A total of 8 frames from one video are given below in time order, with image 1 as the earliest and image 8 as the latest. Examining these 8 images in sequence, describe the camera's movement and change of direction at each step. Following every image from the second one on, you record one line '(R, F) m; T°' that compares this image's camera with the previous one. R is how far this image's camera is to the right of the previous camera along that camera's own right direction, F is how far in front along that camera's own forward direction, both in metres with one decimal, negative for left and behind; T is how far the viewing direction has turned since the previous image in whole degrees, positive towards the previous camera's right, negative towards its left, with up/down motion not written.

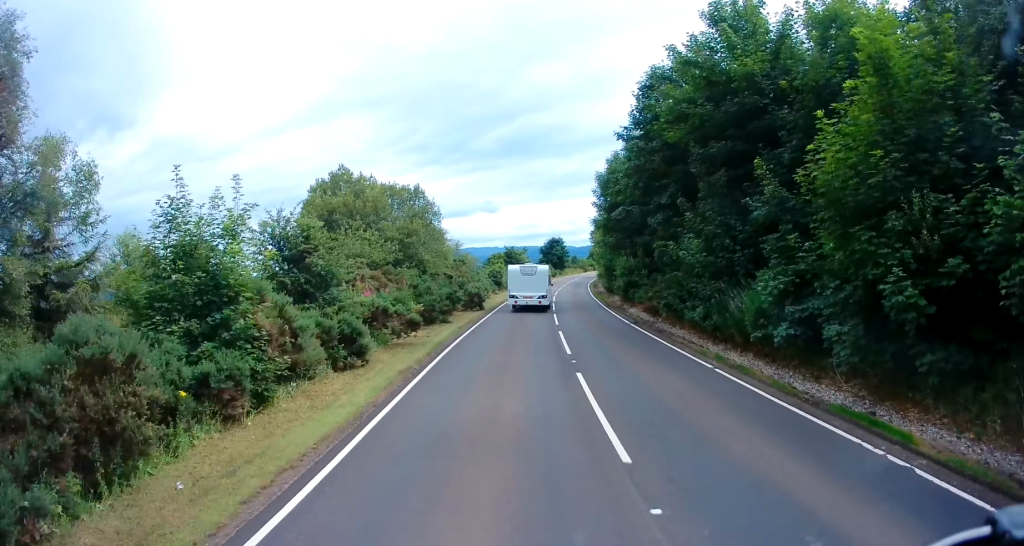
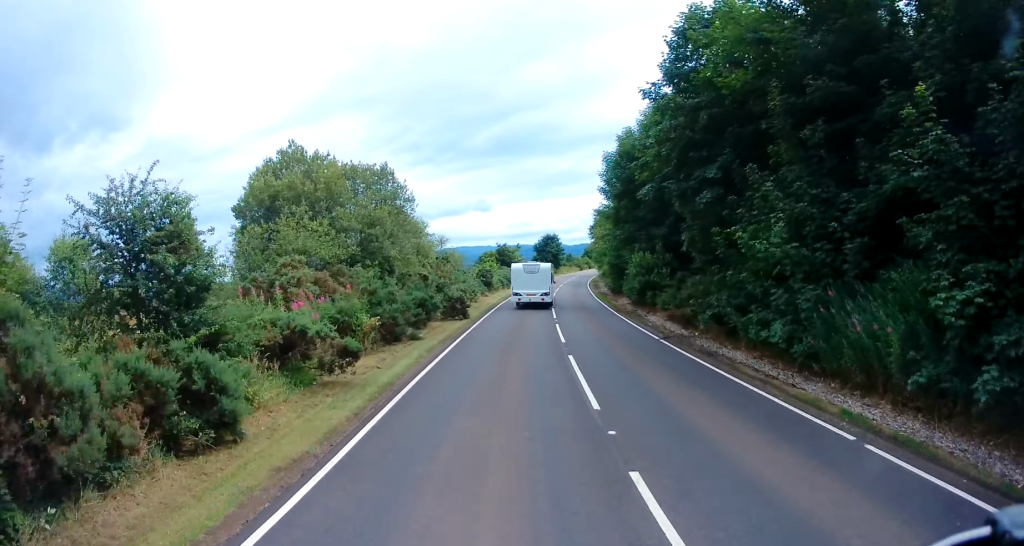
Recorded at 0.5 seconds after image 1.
(+0.1, +6.3) m; +1°
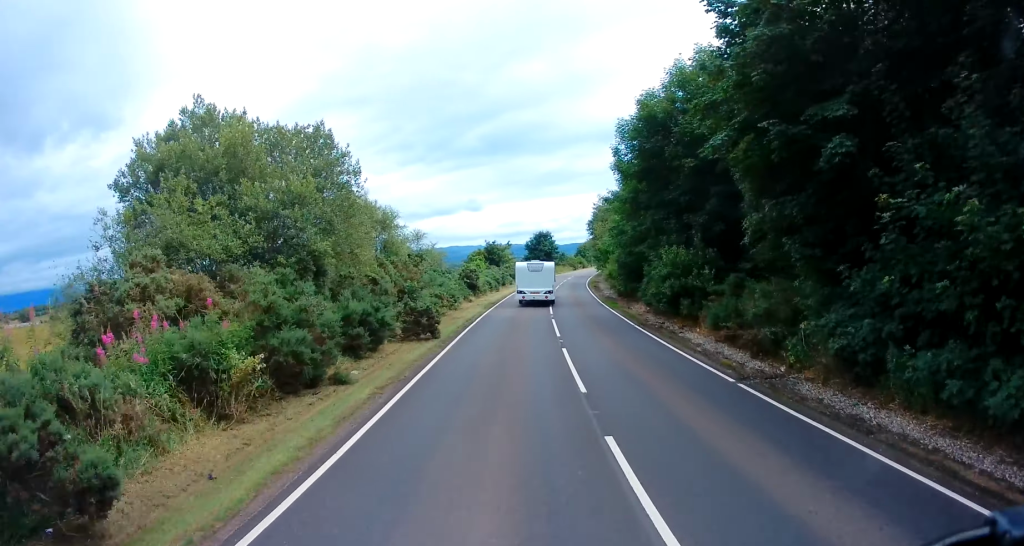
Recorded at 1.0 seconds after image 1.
(0.0, +7.3) m; +1°
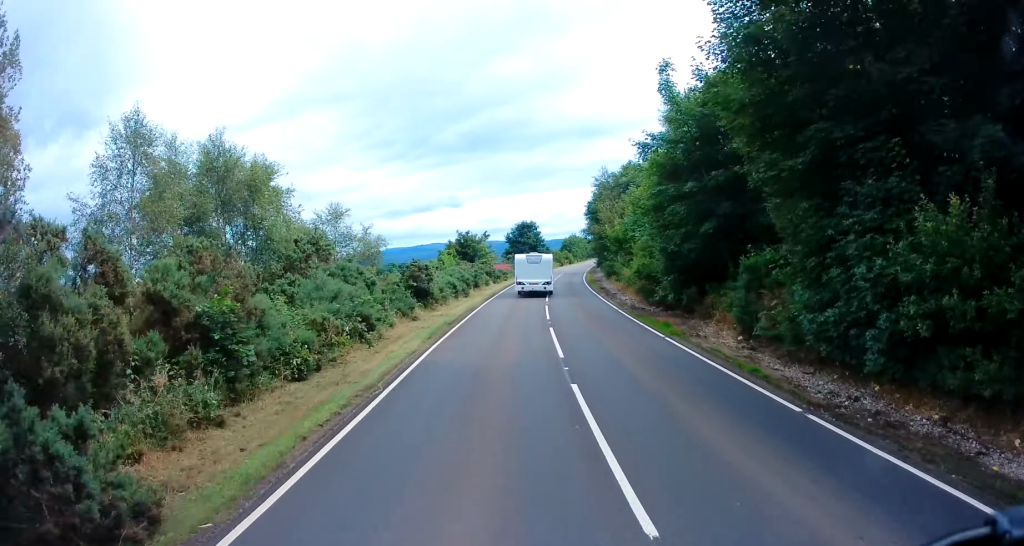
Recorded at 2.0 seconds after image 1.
(+0.4, +15.1) m; +2°
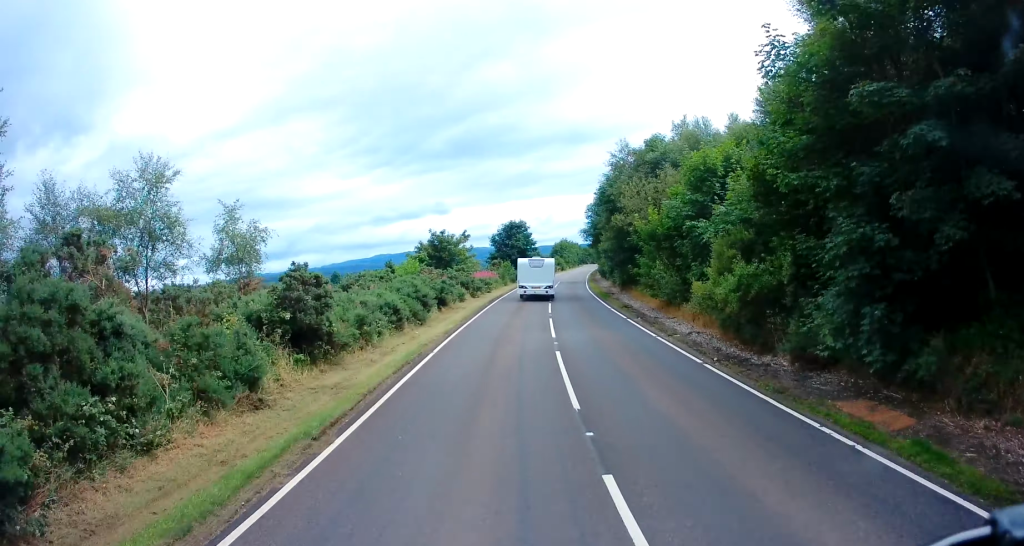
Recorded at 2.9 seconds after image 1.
(0.0, +13.4) m; +1°
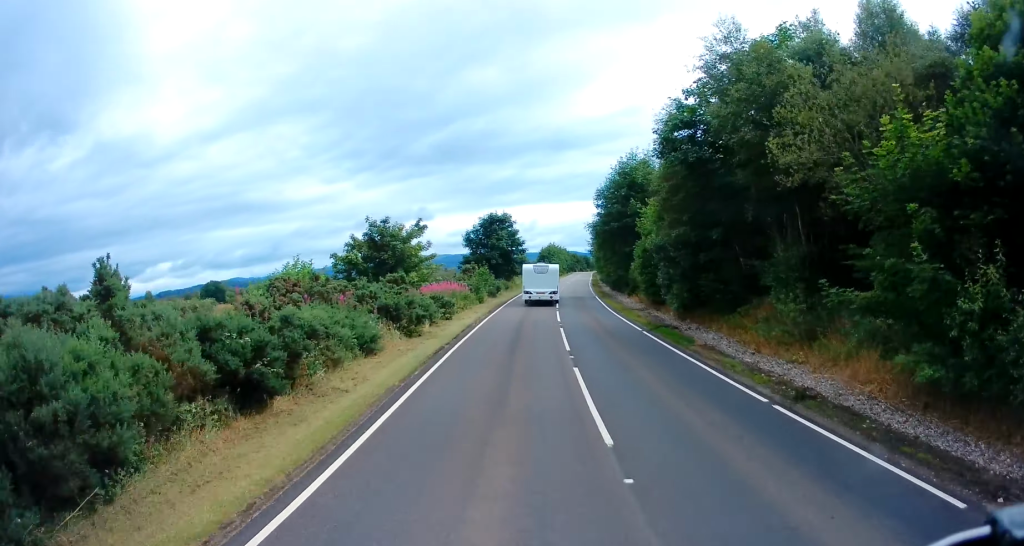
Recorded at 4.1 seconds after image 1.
(+0.2, +19.3) m; +2°
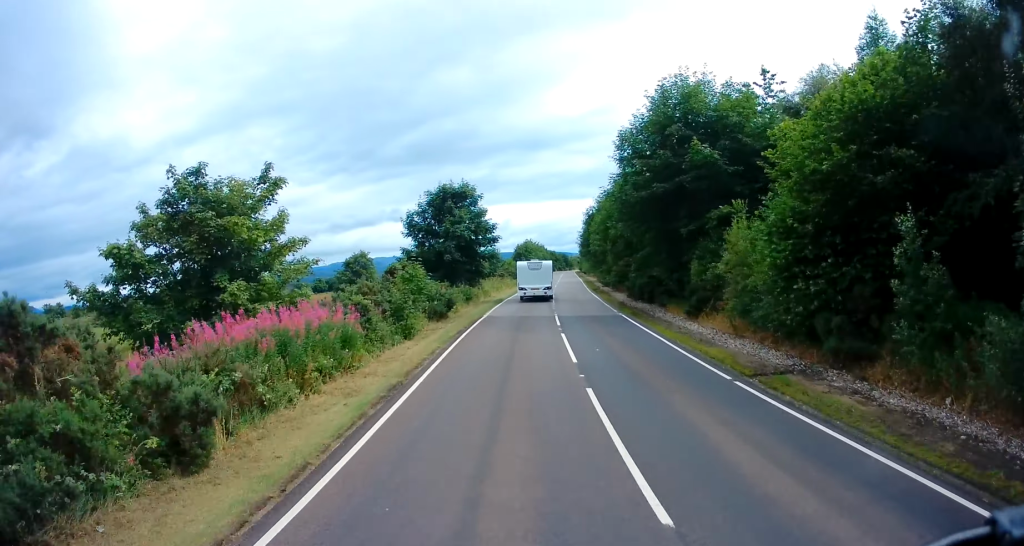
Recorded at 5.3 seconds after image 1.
(+0.5, +20.4) m; +2°
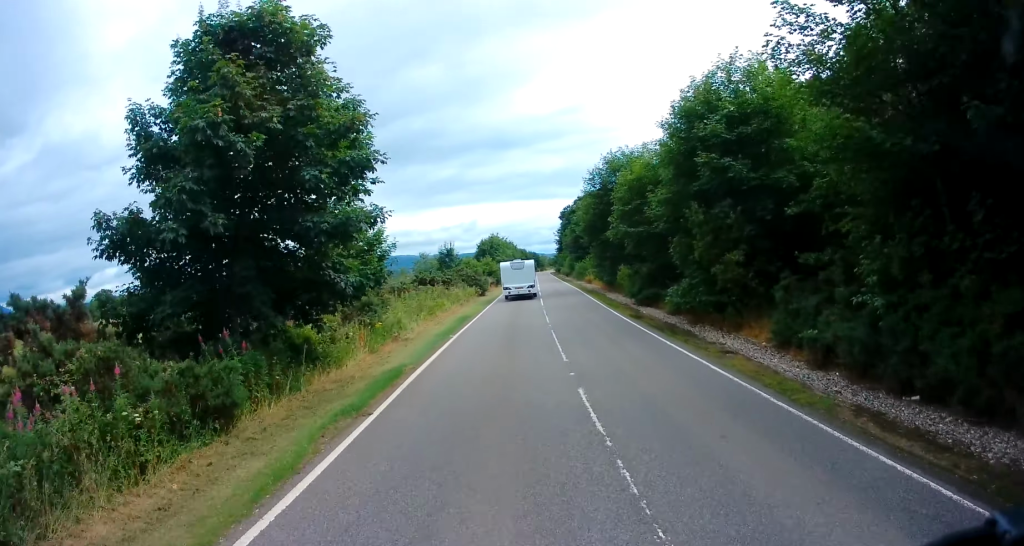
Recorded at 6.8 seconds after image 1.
(+0.7, +27.4) m; +3°
